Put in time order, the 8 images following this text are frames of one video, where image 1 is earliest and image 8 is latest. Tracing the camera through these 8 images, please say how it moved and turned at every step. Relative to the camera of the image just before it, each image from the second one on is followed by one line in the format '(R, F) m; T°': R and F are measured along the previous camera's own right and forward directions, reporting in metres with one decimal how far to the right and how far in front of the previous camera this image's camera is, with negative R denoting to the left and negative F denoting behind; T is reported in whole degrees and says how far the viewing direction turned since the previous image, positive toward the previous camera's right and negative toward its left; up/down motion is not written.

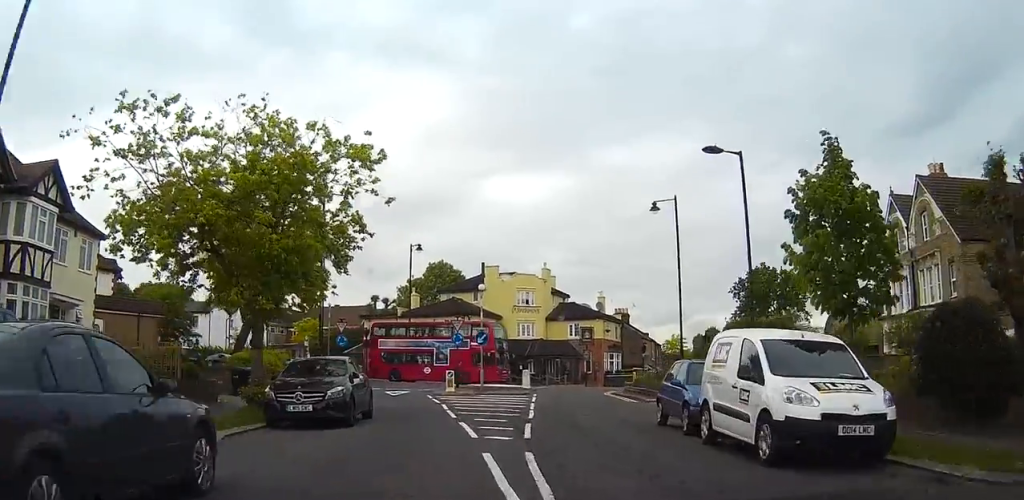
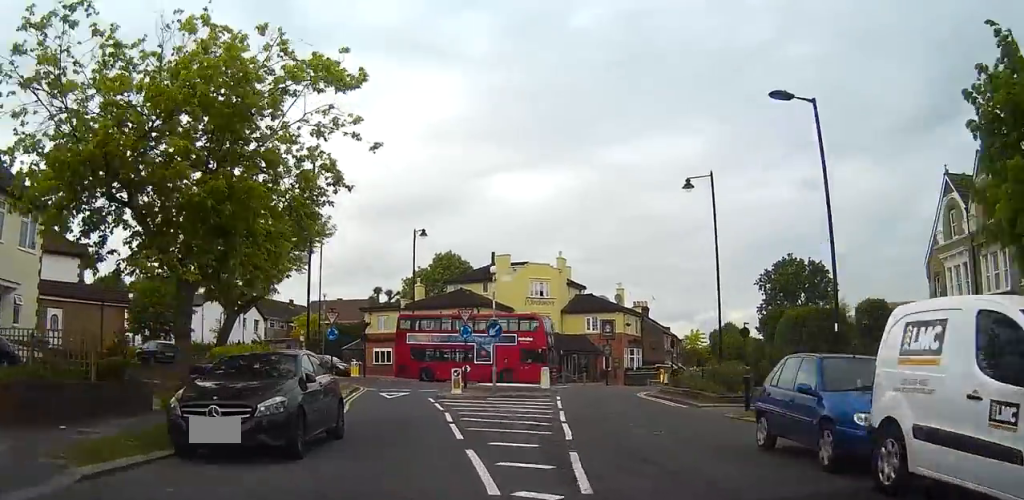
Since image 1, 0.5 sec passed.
(+0.1, +5.9) m; 0°
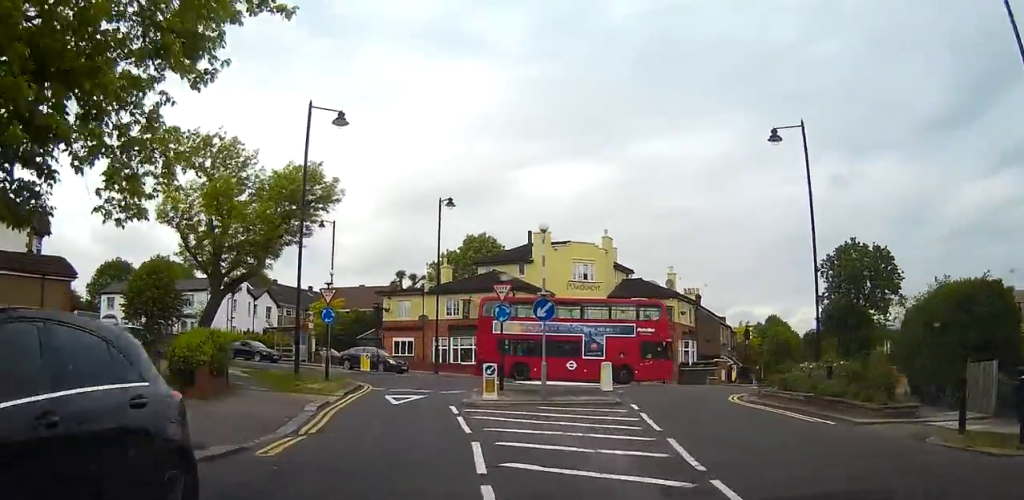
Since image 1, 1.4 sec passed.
(-0.1, +9.2) m; -1°
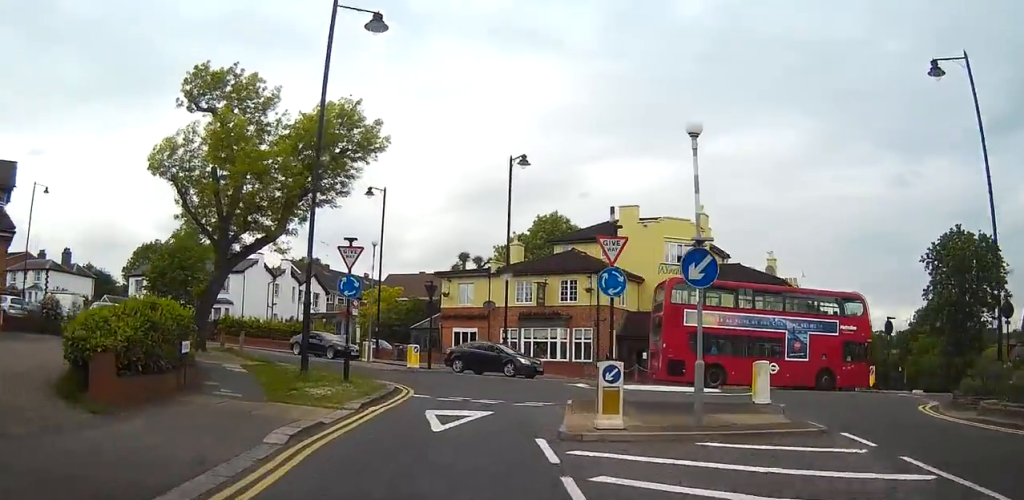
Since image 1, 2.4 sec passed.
(-0.1, +10.1) m; -2°
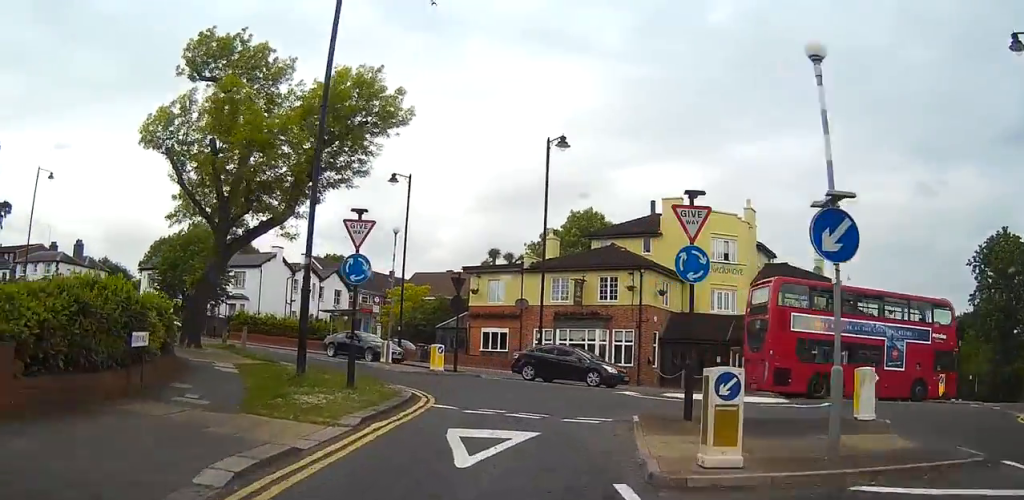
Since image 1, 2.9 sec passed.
(-0.1, +4.1) m; 0°
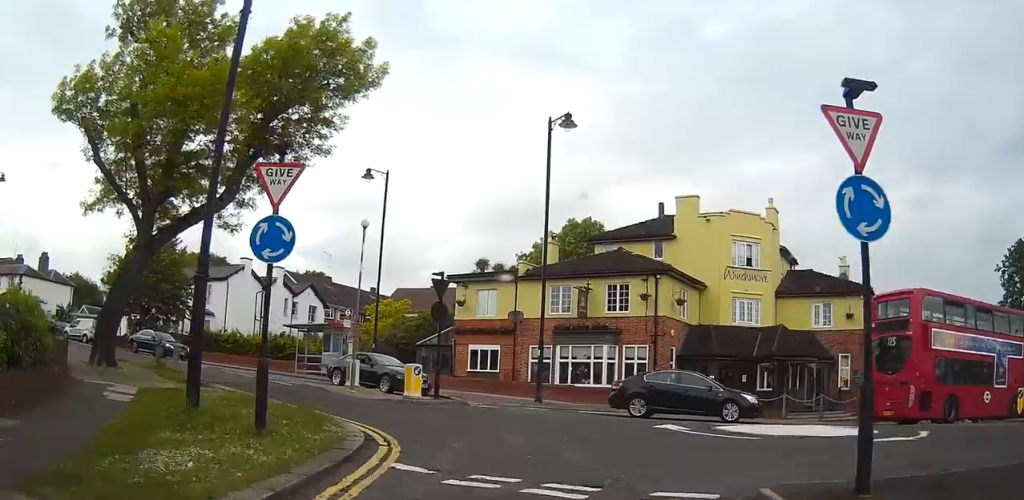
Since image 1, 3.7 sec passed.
(-0.1, +7.0) m; +1°
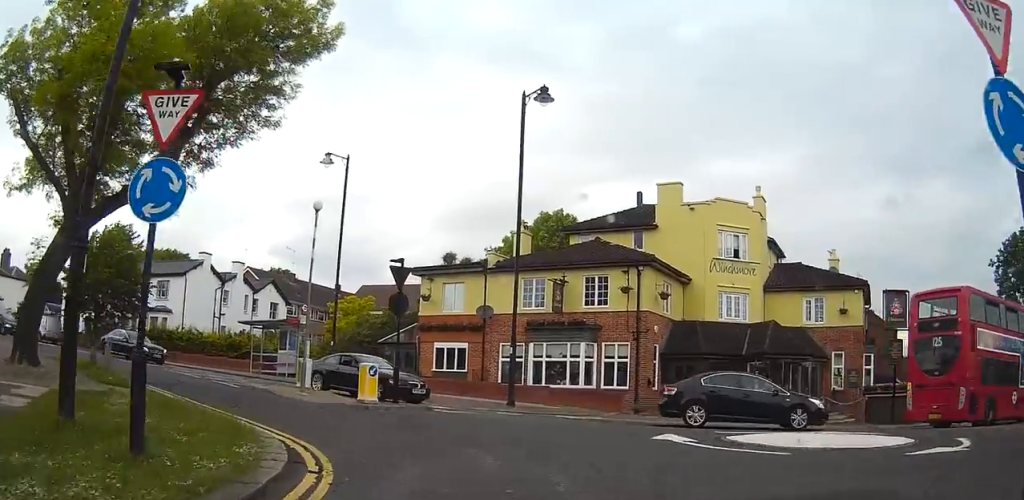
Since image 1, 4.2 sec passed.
(0.0, +3.4) m; +2°
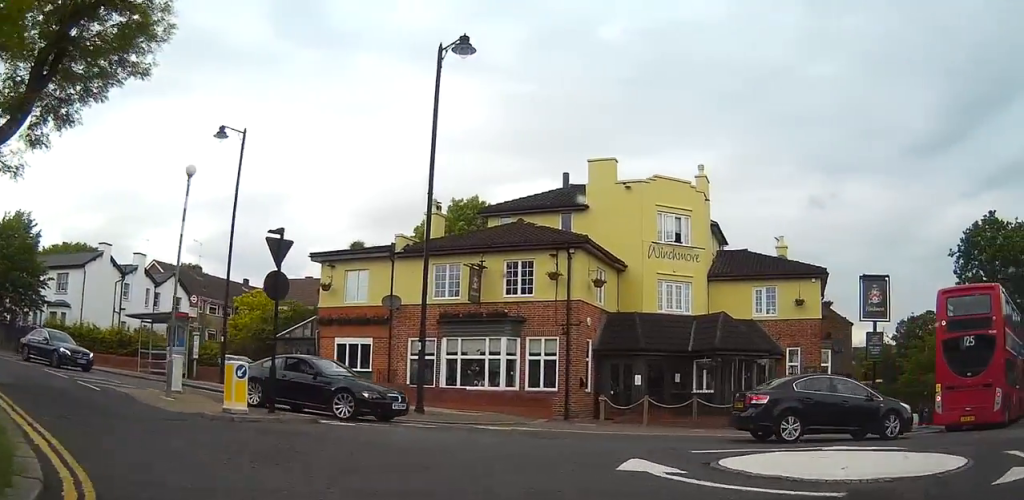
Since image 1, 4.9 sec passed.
(+0.2, +5.0) m; +6°
